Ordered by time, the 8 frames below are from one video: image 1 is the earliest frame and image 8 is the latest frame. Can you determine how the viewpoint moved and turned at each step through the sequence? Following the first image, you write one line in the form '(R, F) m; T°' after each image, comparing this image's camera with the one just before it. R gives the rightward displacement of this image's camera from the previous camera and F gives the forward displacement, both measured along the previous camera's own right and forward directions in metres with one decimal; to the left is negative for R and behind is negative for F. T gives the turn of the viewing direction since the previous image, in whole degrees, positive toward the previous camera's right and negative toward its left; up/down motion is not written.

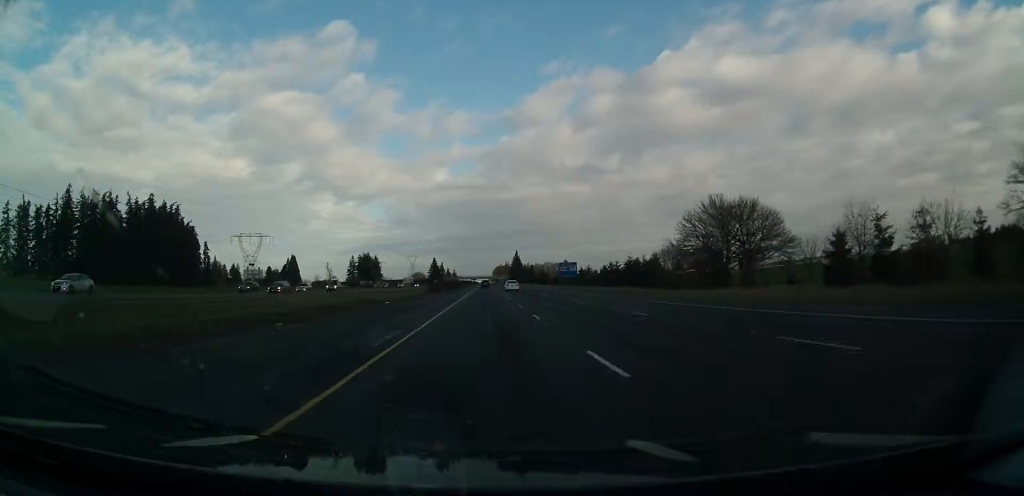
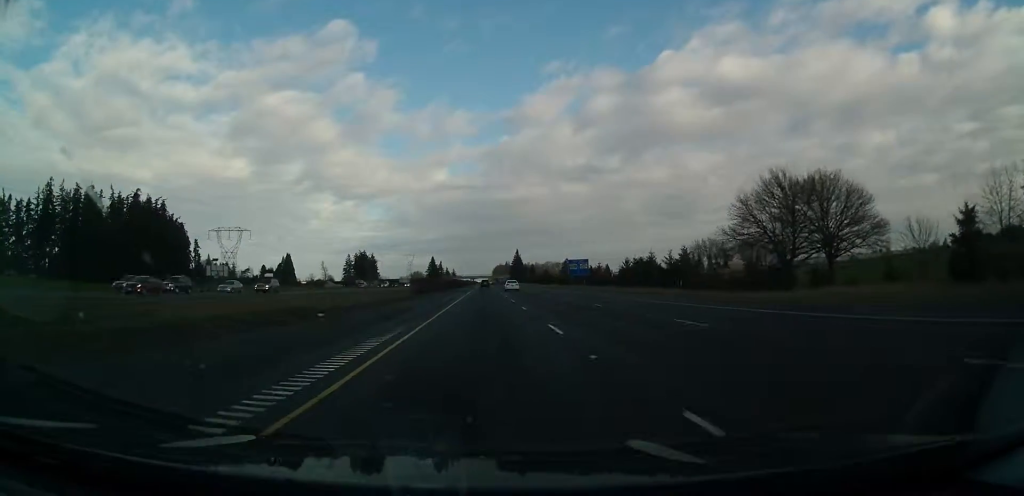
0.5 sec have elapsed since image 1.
(+0.1, +17.5) m; 0°
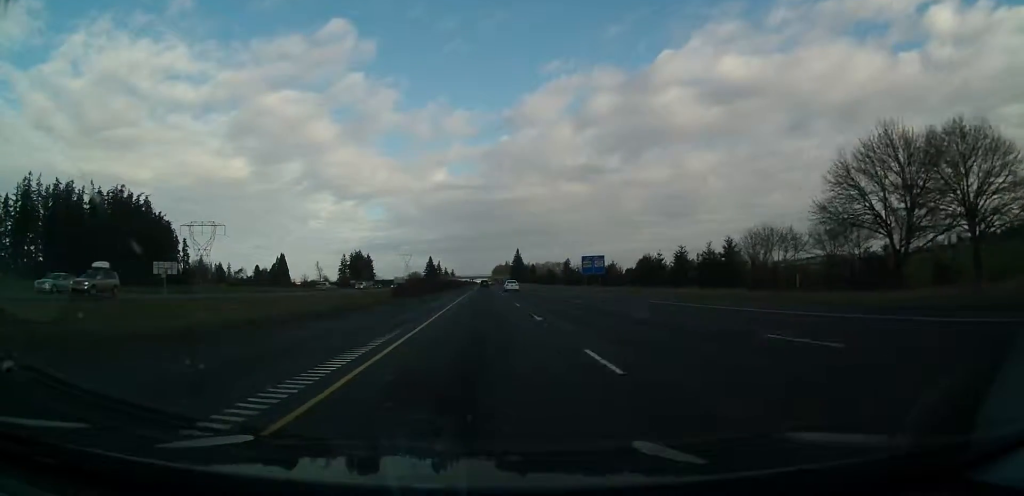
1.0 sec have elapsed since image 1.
(+0.2, +18.7) m; 0°
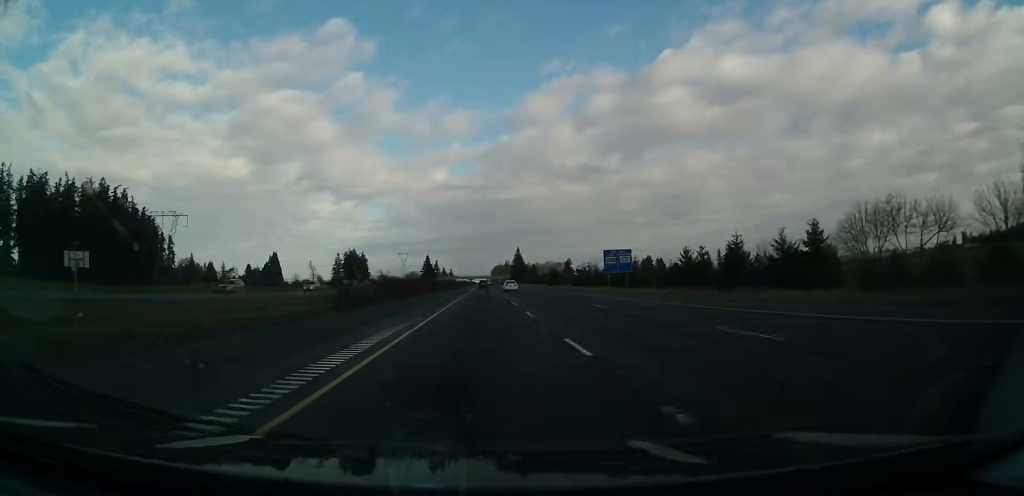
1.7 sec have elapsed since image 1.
(-0.4, +22.3) m; 0°
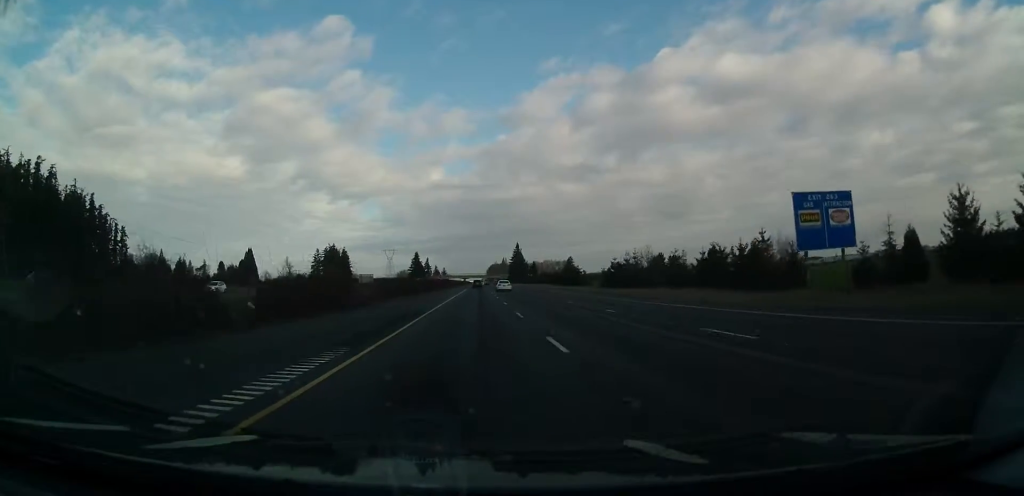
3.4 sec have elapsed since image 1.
(+0.4, +60.0) m; +1°
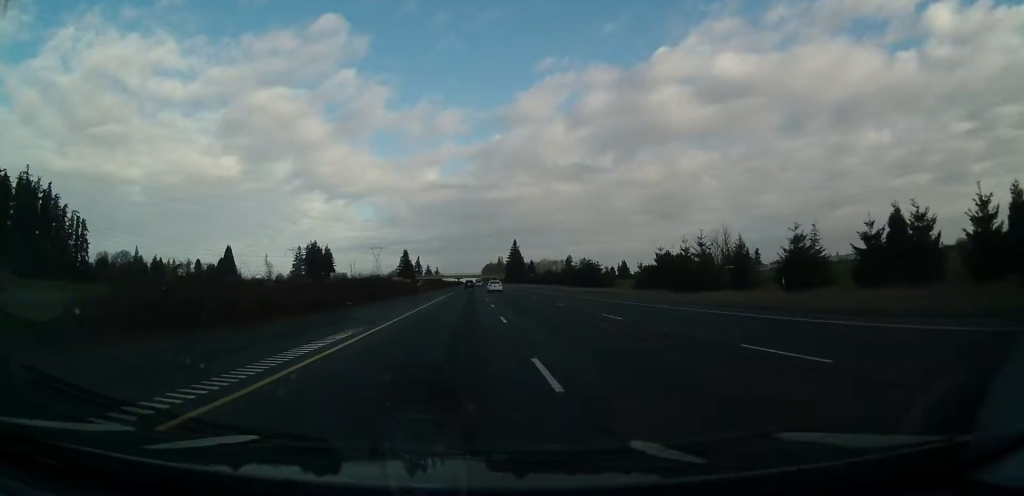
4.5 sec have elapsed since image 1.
(0.0, +40.4) m; 0°
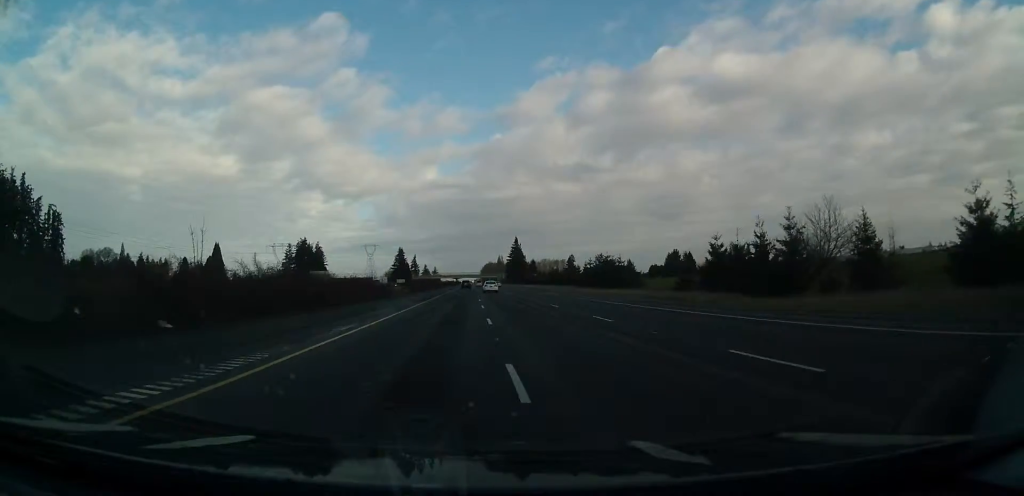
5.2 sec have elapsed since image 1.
(+0.1, +25.0) m; 0°
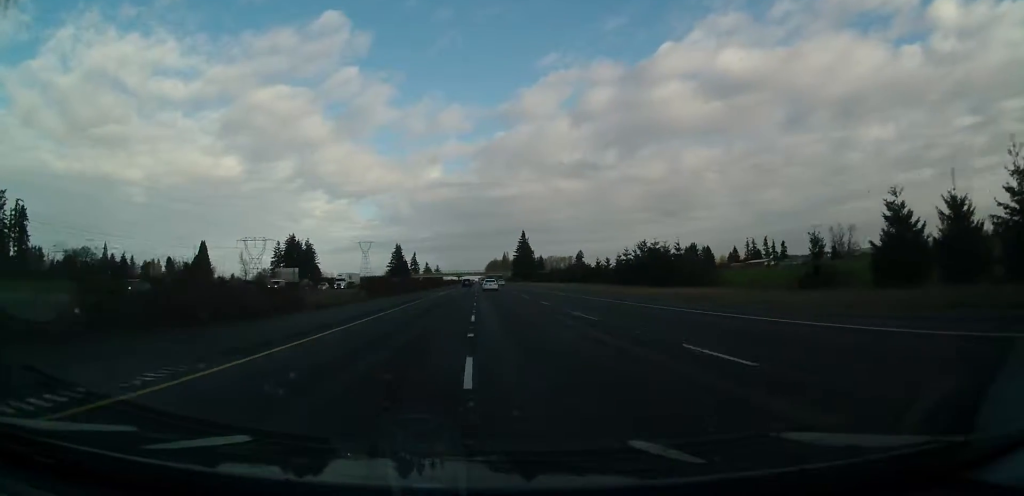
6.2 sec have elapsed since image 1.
(0.0, +35.8) m; 0°
